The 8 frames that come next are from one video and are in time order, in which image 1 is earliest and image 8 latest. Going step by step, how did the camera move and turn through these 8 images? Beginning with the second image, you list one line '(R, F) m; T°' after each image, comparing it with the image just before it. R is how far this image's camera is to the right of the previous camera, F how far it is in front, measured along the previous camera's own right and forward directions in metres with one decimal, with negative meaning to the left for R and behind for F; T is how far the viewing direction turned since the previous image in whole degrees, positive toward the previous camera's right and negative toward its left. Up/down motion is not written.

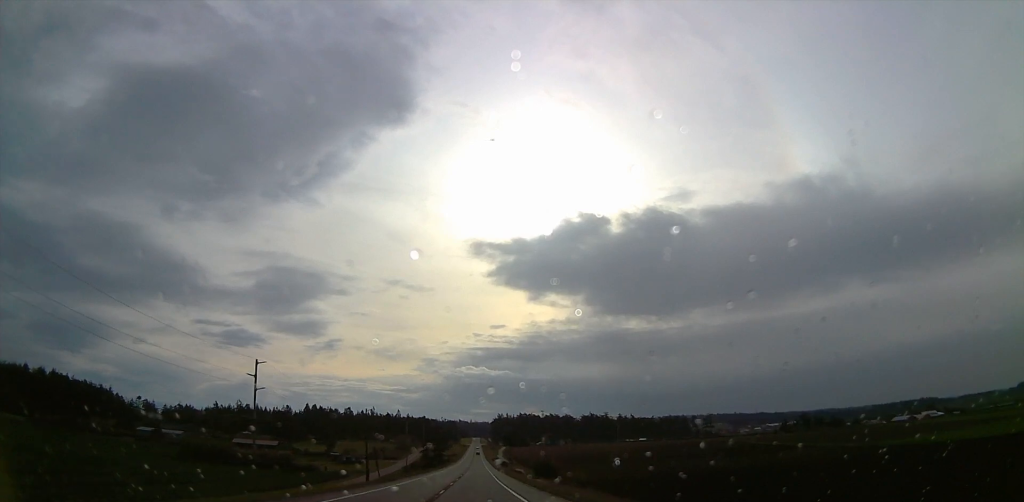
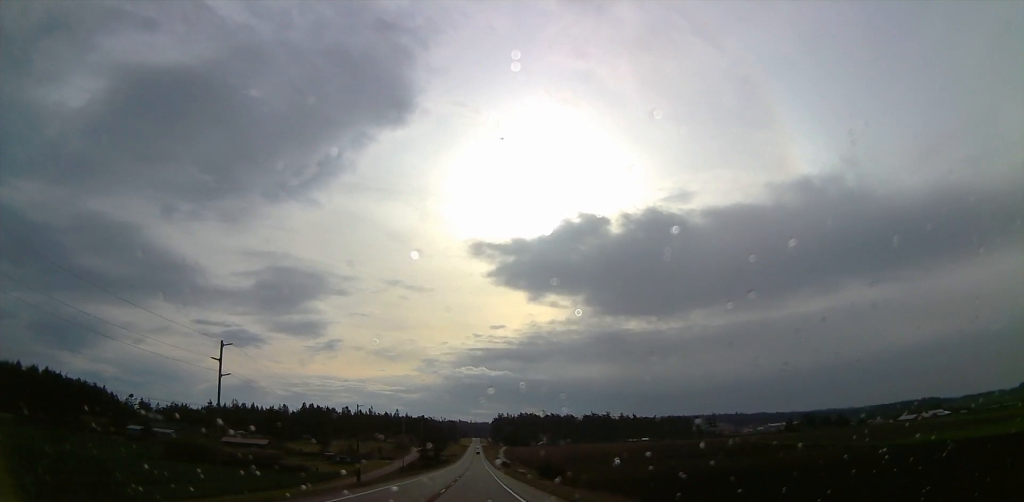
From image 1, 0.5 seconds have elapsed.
(0.0, +10.1) m; 0°
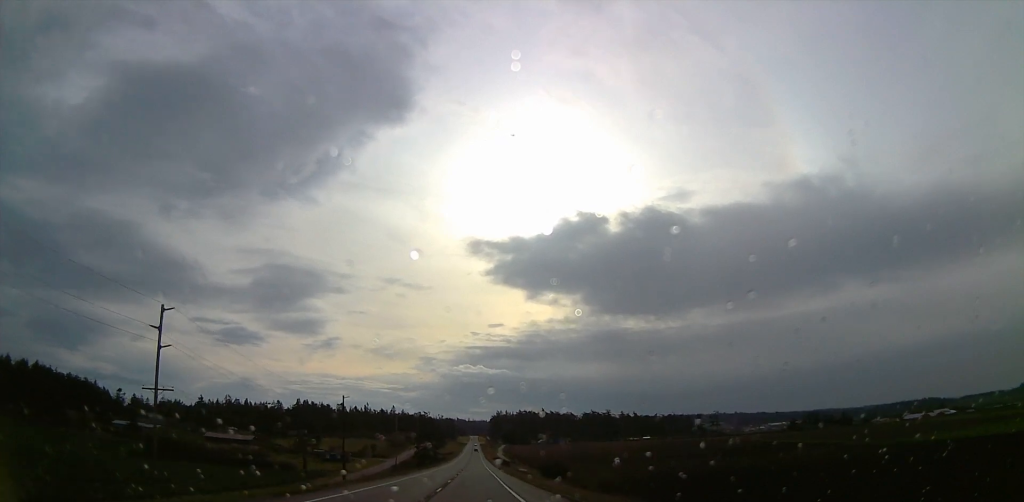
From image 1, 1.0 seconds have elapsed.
(0.0, +12.3) m; 0°
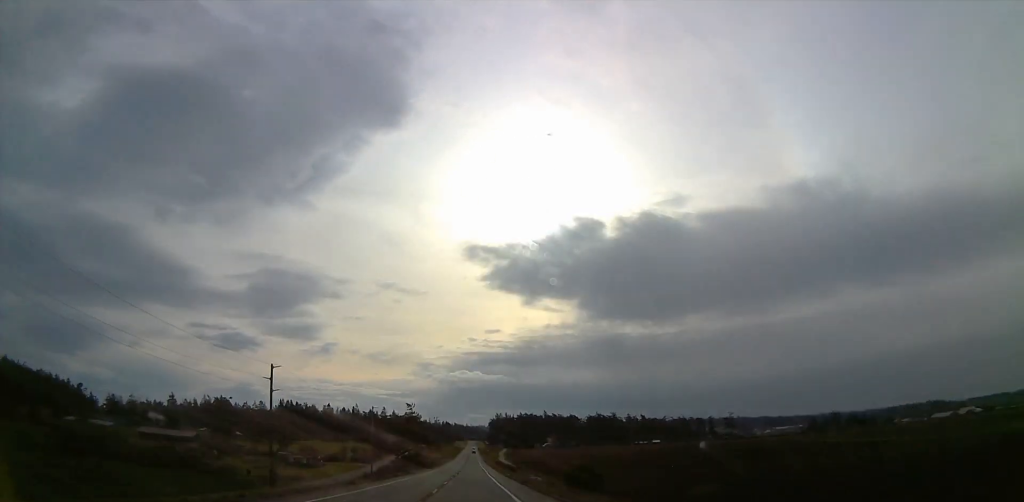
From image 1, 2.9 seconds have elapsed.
(0.0, +41.0) m; 0°
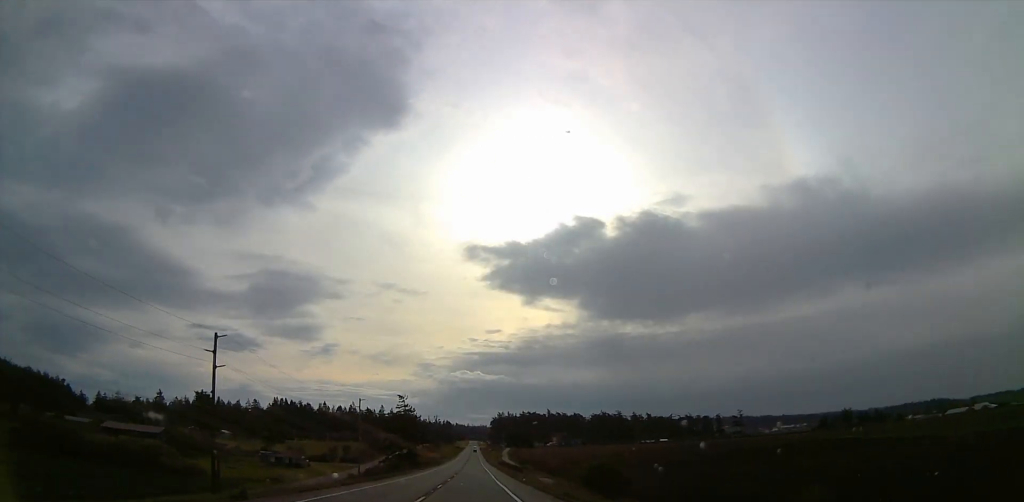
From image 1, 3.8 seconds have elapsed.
(0.0, +18.4) m; 0°
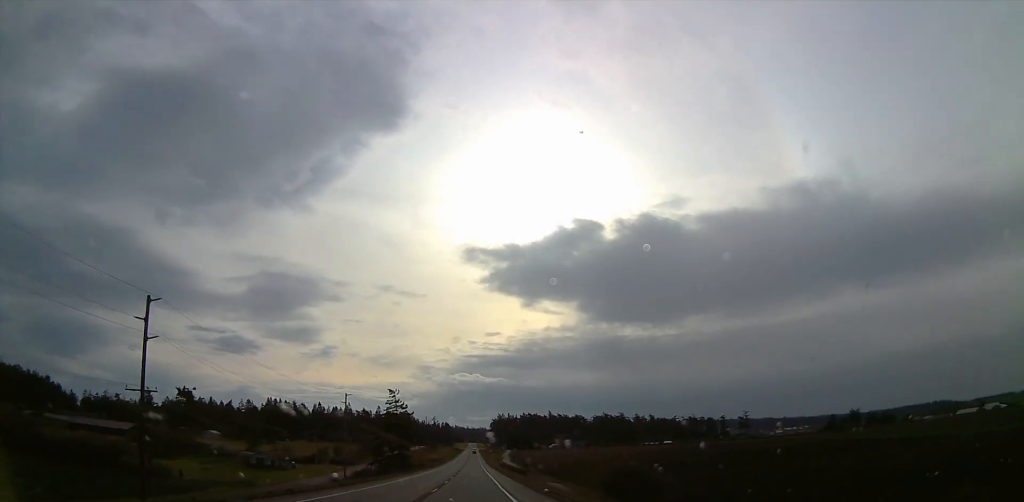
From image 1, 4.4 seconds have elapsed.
(0.0, +14.3) m; 0°
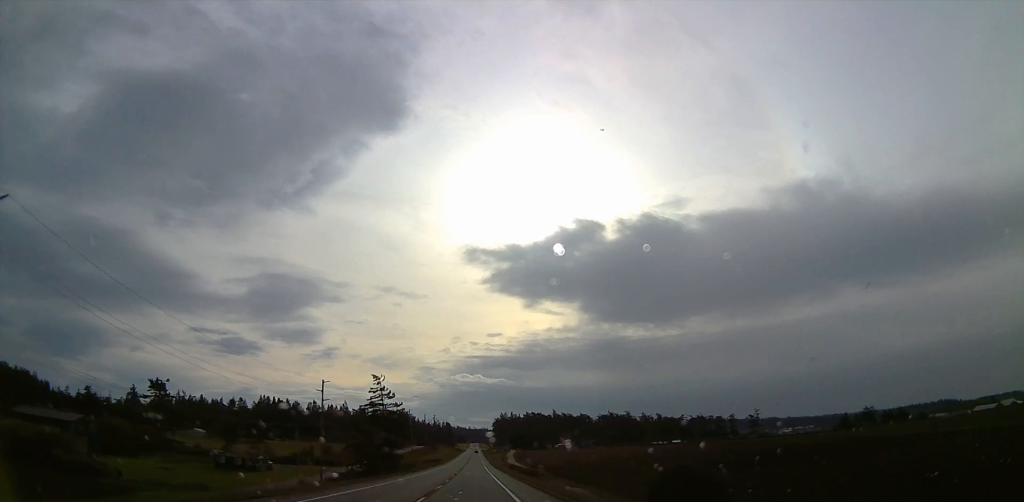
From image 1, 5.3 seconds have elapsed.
(0.0, +20.8) m; 0°
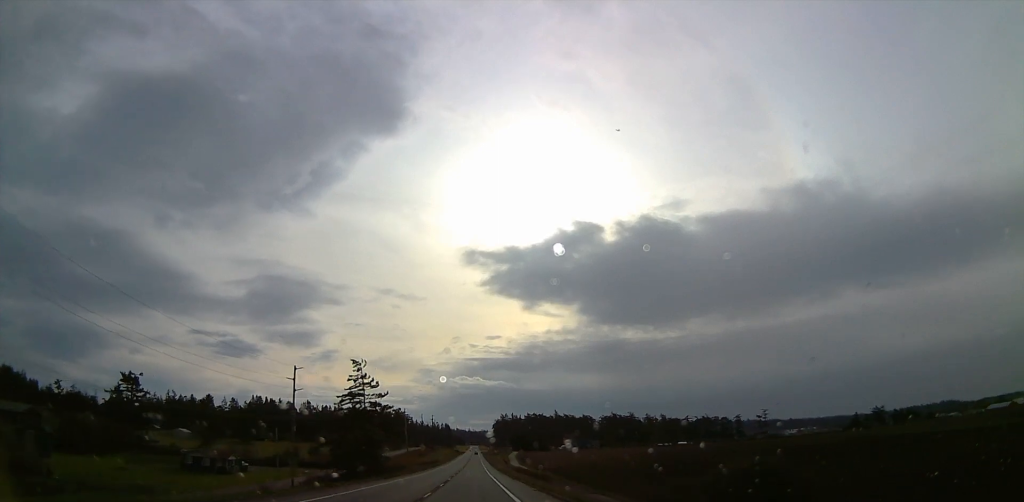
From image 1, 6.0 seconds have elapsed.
(0.0, +17.5) m; 0°
